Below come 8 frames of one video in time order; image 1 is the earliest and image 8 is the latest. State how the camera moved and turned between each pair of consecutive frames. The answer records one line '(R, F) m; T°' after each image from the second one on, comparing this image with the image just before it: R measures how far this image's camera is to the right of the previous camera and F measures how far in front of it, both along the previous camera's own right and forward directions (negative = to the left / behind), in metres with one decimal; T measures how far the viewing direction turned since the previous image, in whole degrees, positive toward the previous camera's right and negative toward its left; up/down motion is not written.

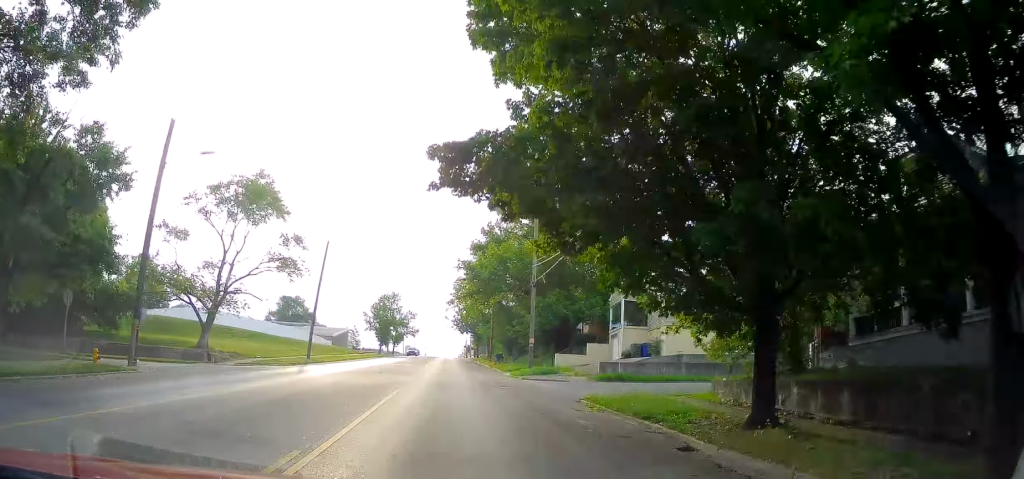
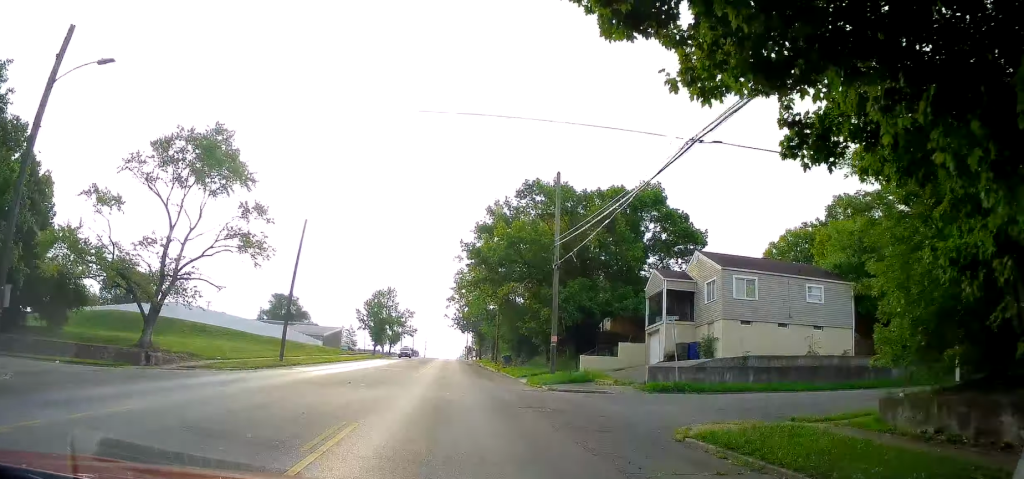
(-0.1, +9.2) m; 0°
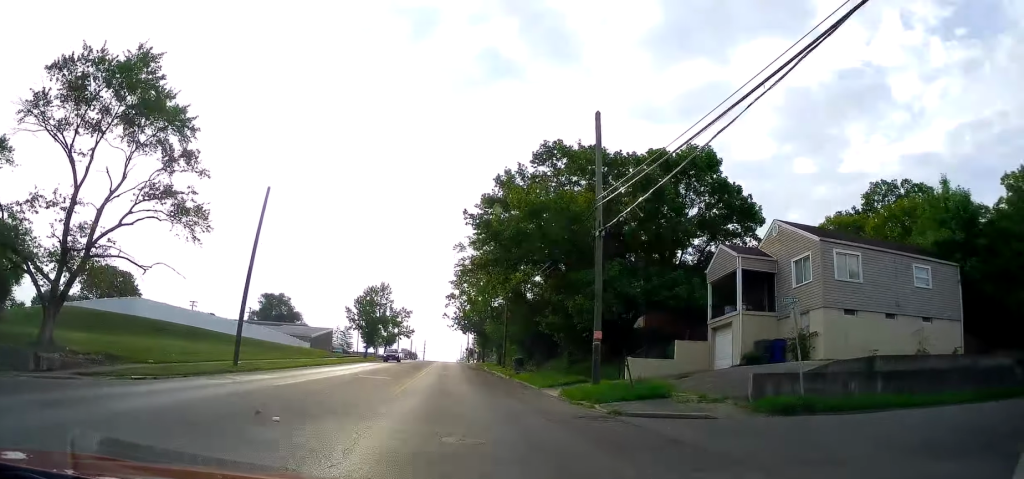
(0.0, +10.2) m; 0°
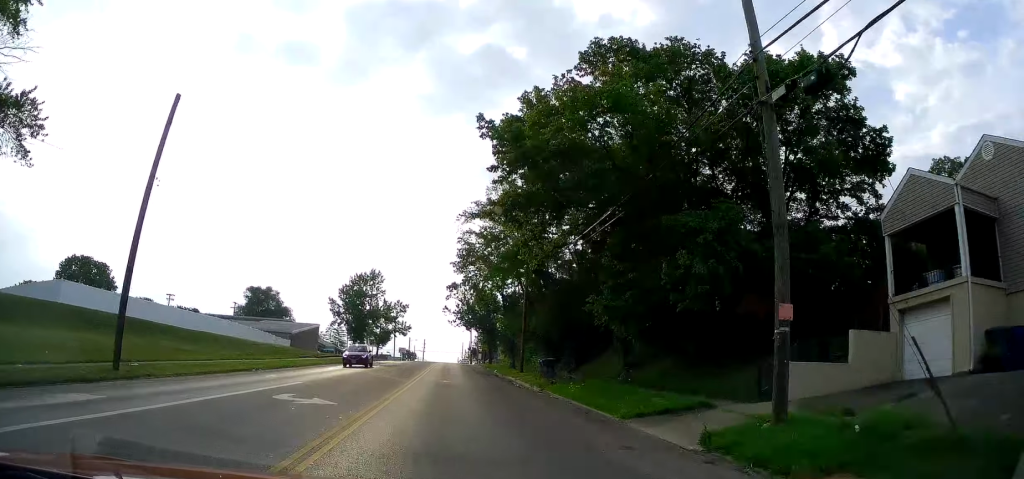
(0.0, +13.8) m; 0°
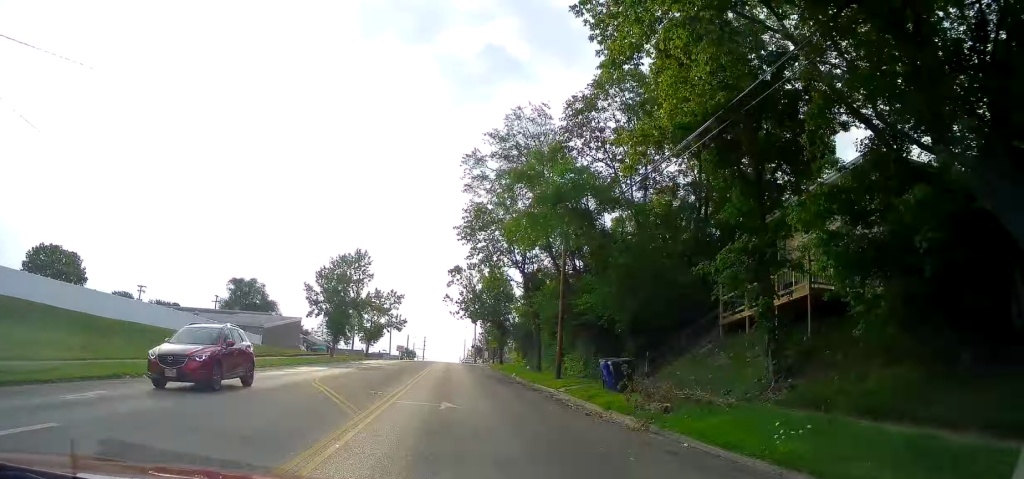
(0.0, +14.3) m; 0°
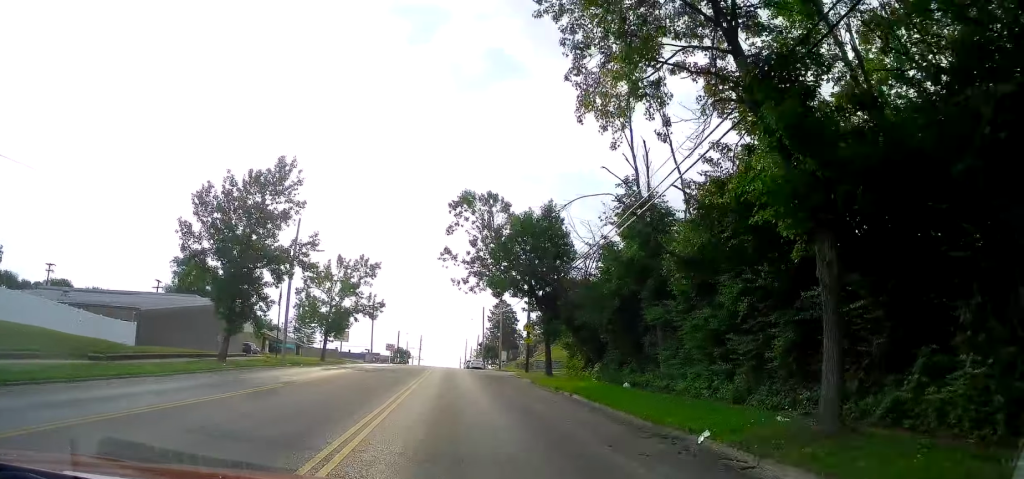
(-0.1, +31.7) m; 0°
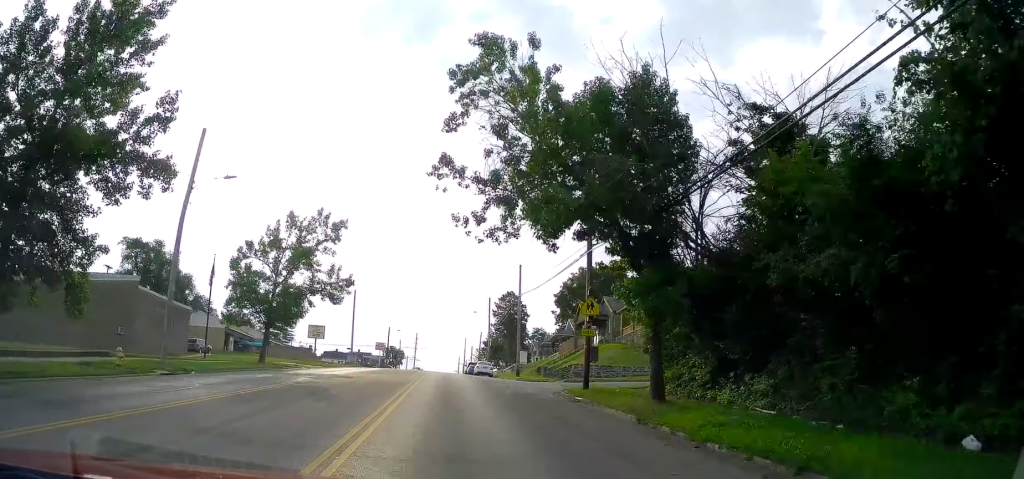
(+0.2, +19.1) m; +2°
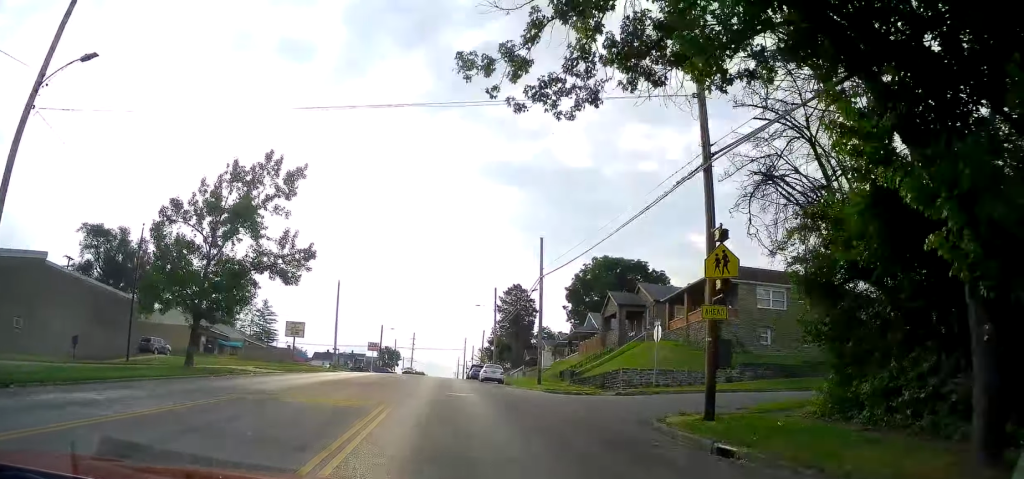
(+0.4, +12.0) m; 0°
